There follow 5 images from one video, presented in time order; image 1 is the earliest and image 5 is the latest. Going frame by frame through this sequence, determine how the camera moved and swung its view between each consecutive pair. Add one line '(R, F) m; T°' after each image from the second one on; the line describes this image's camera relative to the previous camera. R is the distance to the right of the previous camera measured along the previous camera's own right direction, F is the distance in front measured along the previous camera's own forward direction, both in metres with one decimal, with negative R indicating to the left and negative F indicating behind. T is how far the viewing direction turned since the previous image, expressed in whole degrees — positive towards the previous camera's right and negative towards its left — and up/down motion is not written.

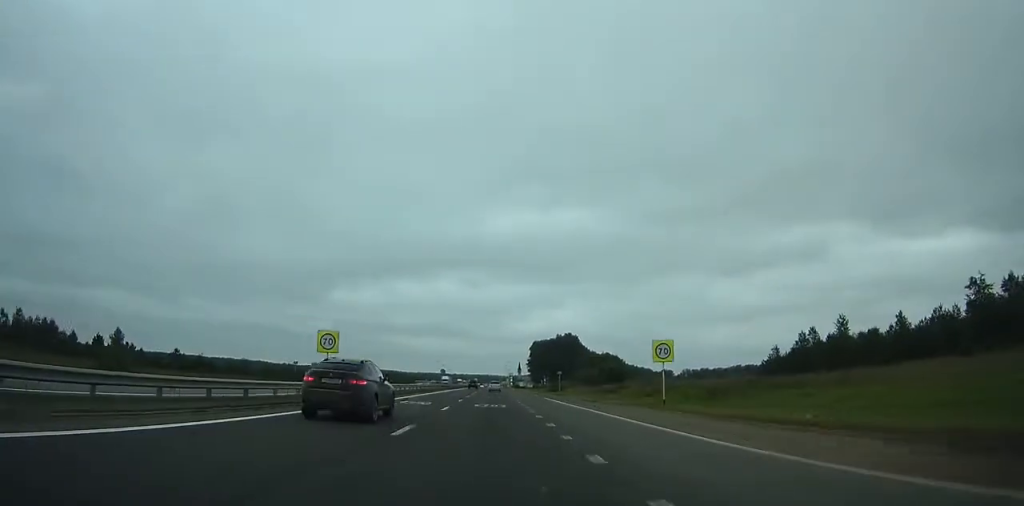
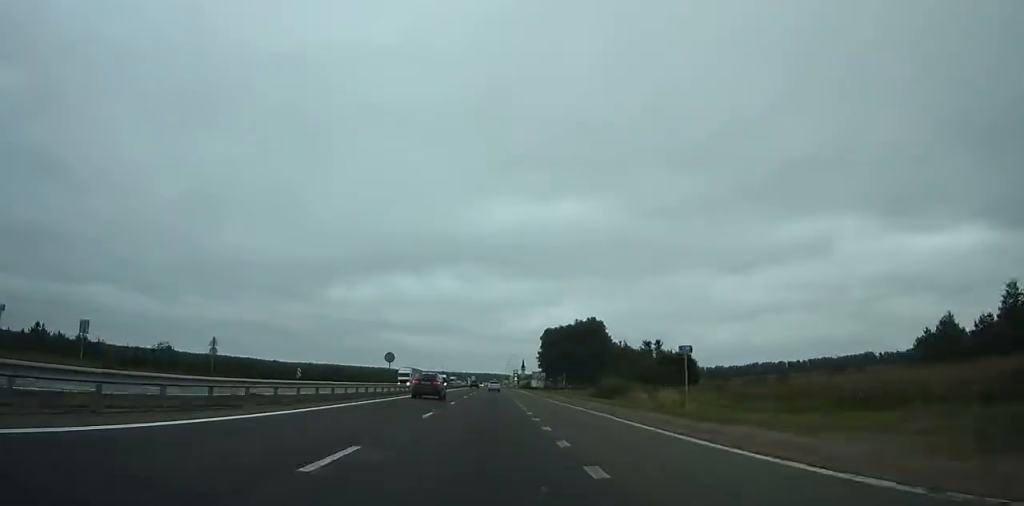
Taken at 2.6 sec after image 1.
(0.0, +53.1) m; 0°
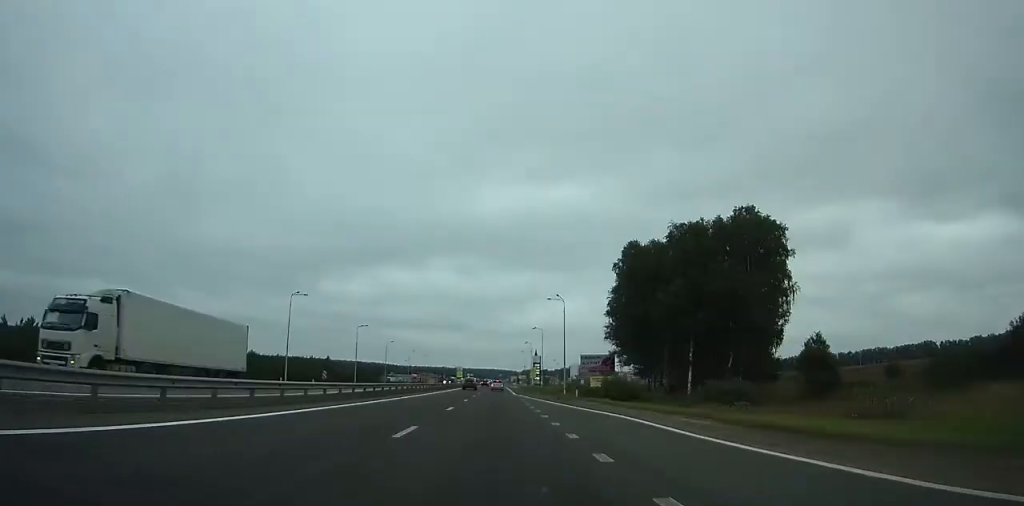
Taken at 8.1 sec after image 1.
(-0.7, +113.7) m; -1°
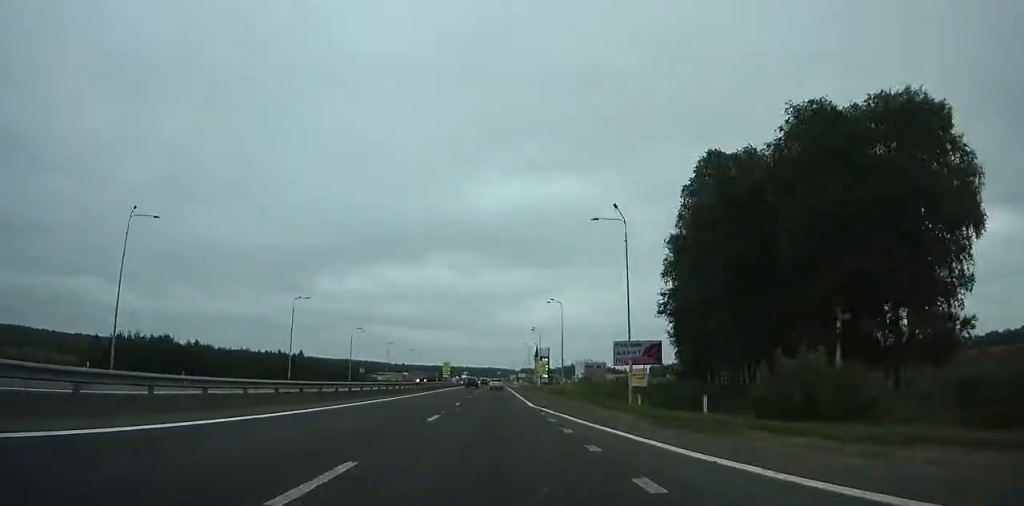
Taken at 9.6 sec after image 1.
(-0.2, +31.0) m; 0°
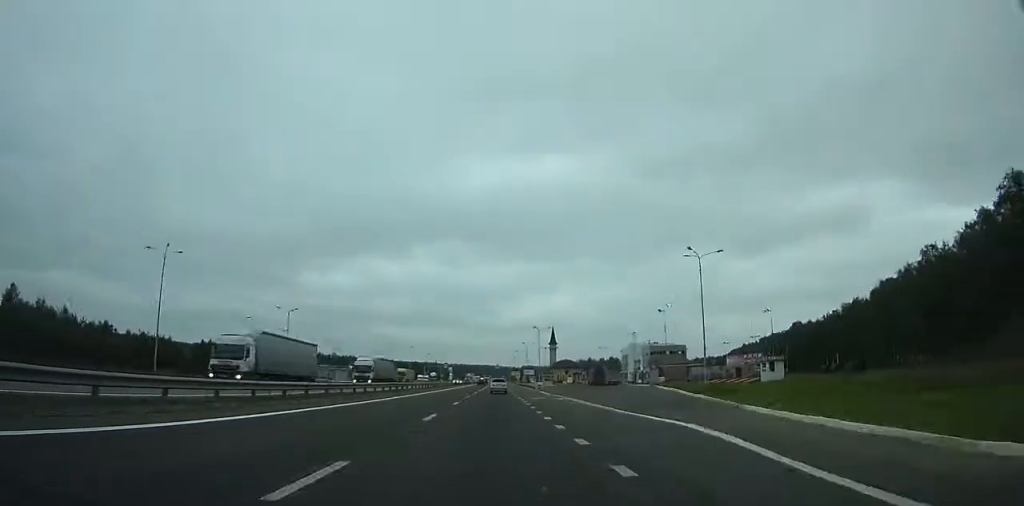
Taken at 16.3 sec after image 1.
(+0.7, +131.5) m; 0°
